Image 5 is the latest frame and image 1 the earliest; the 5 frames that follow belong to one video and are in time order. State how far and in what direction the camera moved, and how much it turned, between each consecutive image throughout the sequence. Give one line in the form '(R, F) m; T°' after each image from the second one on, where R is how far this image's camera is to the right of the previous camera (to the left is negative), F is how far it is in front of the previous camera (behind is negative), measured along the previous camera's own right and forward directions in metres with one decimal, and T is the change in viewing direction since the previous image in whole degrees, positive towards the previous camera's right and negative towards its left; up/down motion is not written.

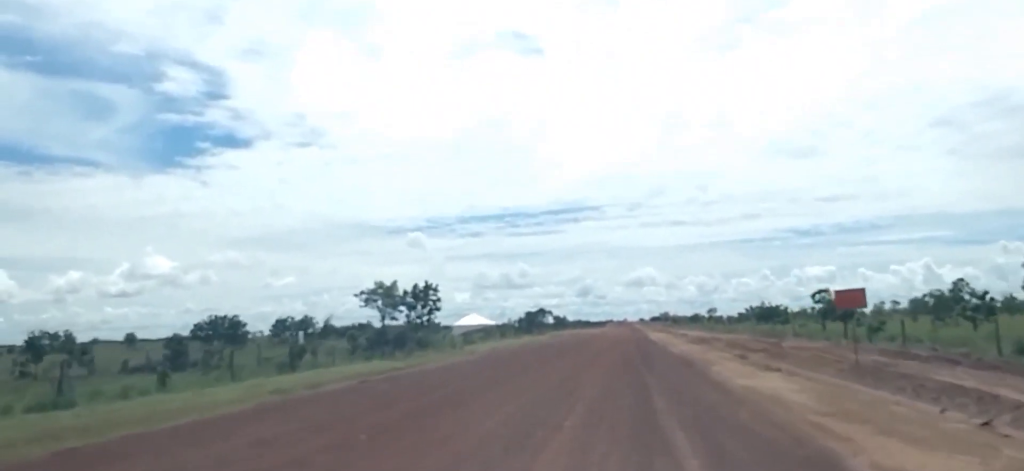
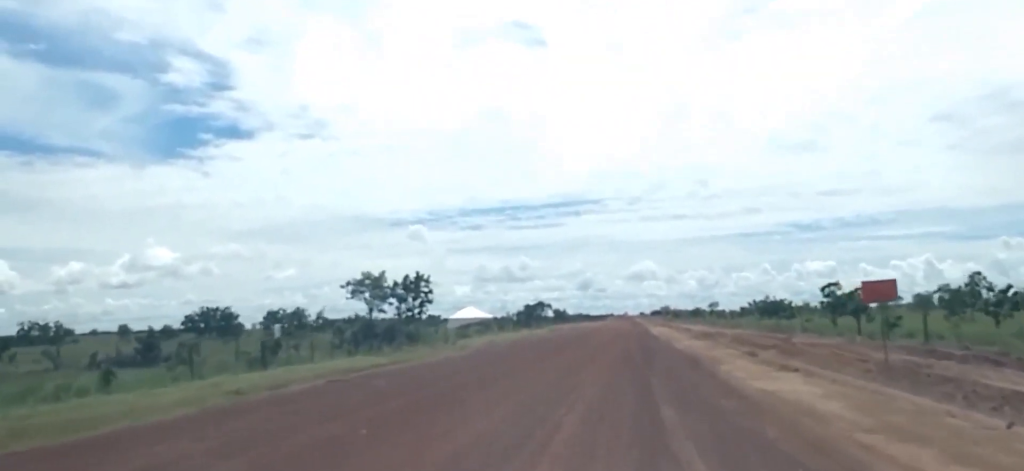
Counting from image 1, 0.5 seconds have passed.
(0.0, +3.0) m; +1°
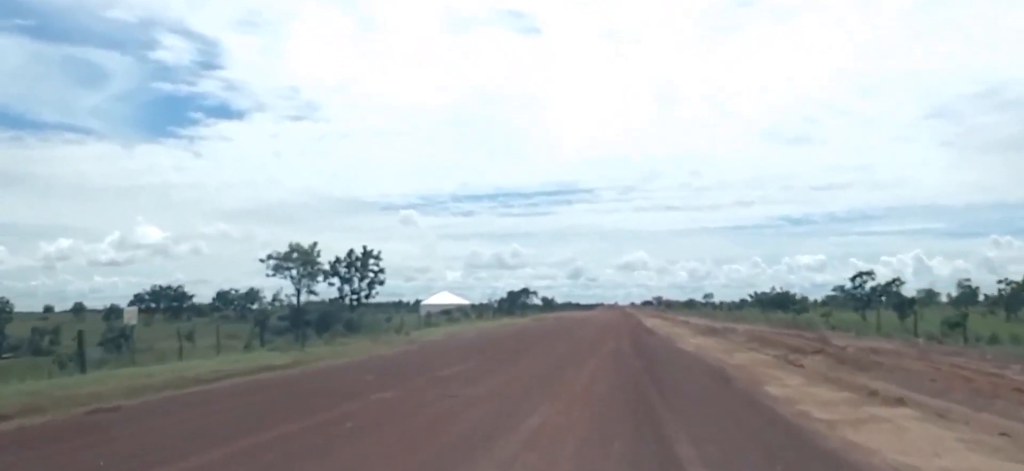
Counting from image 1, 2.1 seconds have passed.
(0.0, +10.7) m; -2°
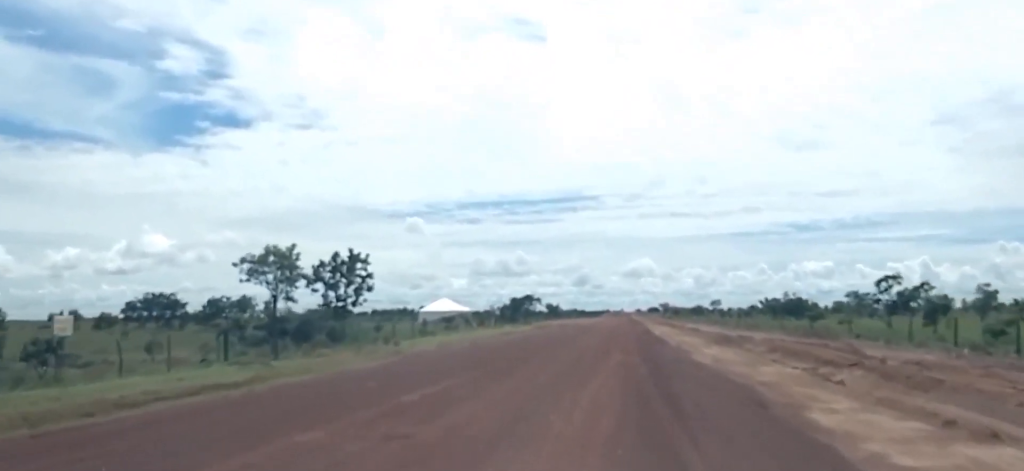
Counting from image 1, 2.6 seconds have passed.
(0.0, +3.7) m; -2°
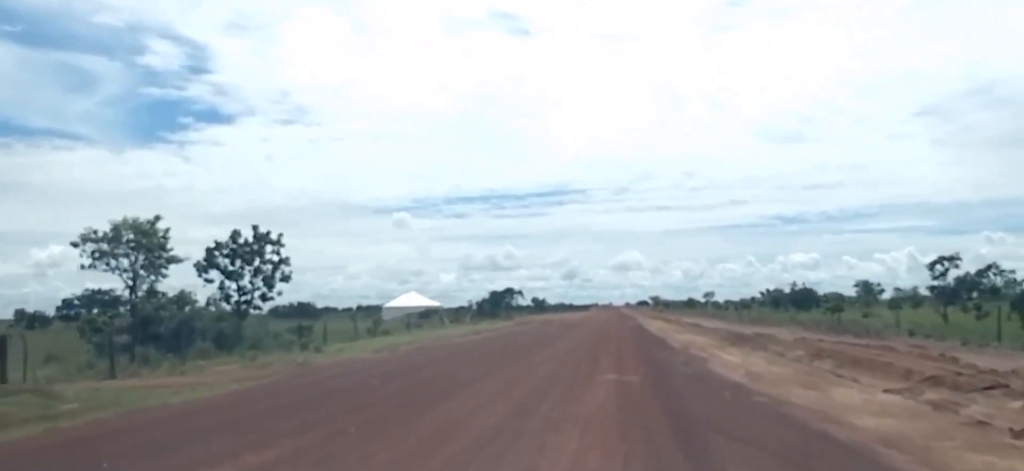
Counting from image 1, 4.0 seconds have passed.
(-0.3, +10.8) m; -1°
